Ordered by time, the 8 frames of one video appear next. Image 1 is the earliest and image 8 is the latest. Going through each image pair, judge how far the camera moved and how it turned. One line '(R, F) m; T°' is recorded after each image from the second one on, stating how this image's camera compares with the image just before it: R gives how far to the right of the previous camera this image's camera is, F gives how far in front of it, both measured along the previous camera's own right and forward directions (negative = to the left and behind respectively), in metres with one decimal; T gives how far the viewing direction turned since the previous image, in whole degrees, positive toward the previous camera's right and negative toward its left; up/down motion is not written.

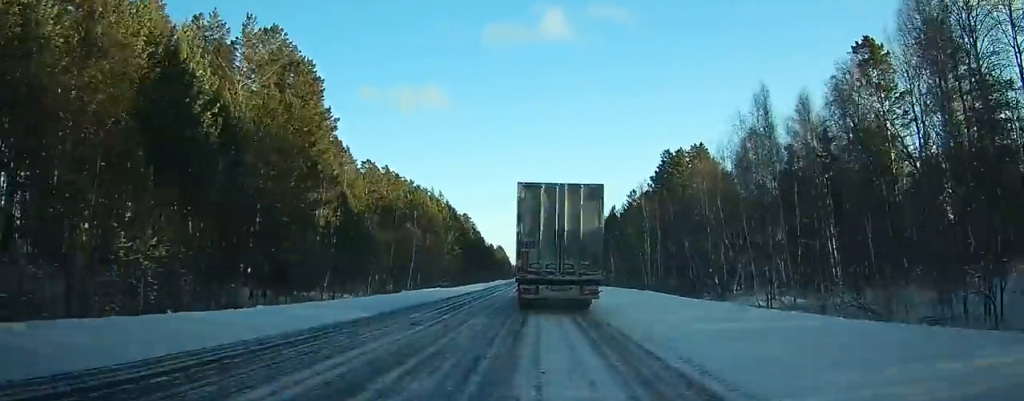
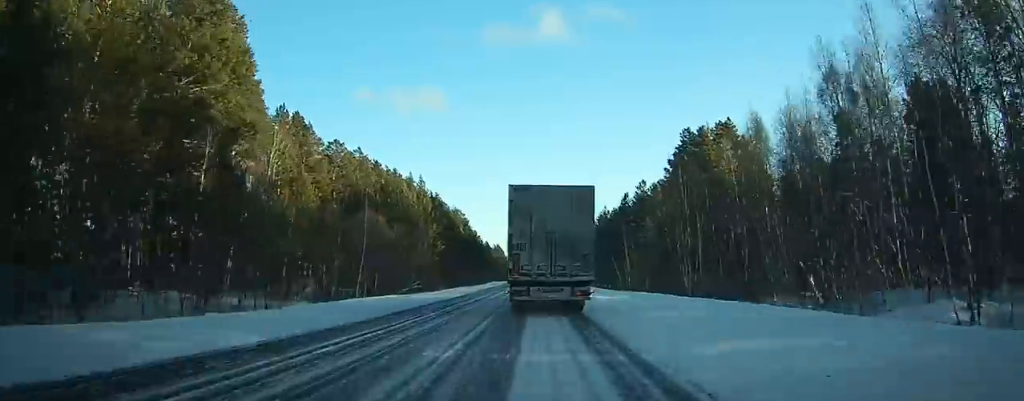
(0.0, +19.2) m; 0°
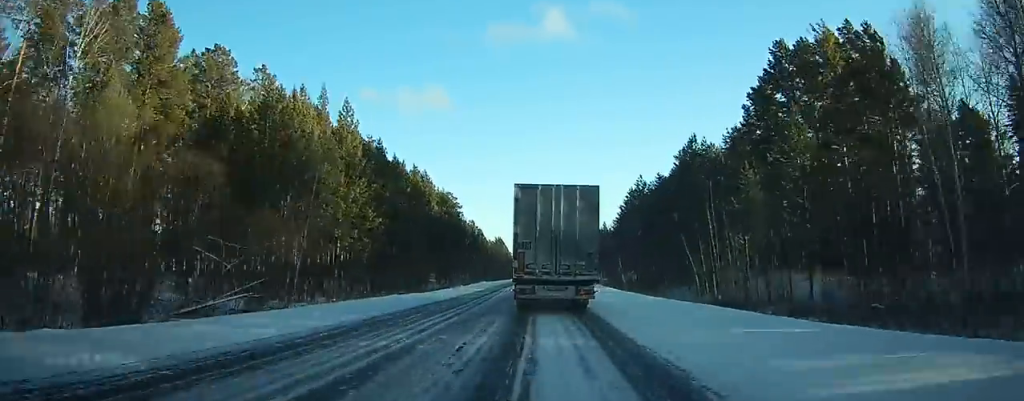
(0.0, +42.7) m; 0°
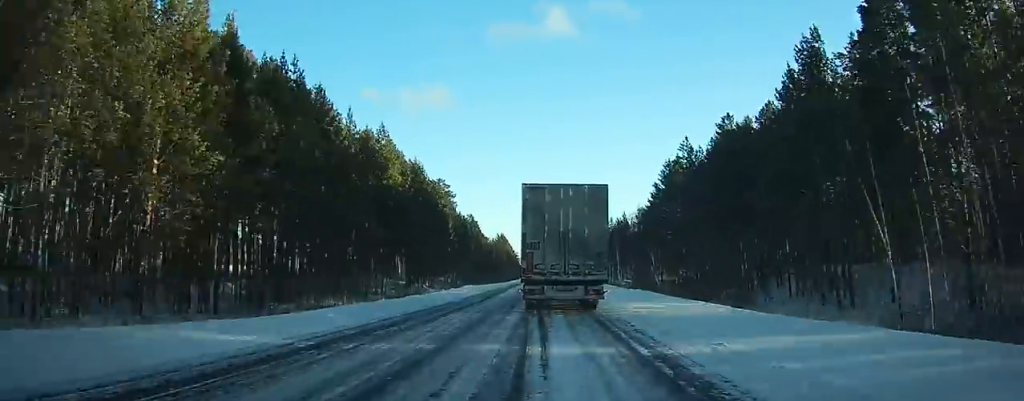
(0.0, +29.0) m; 0°
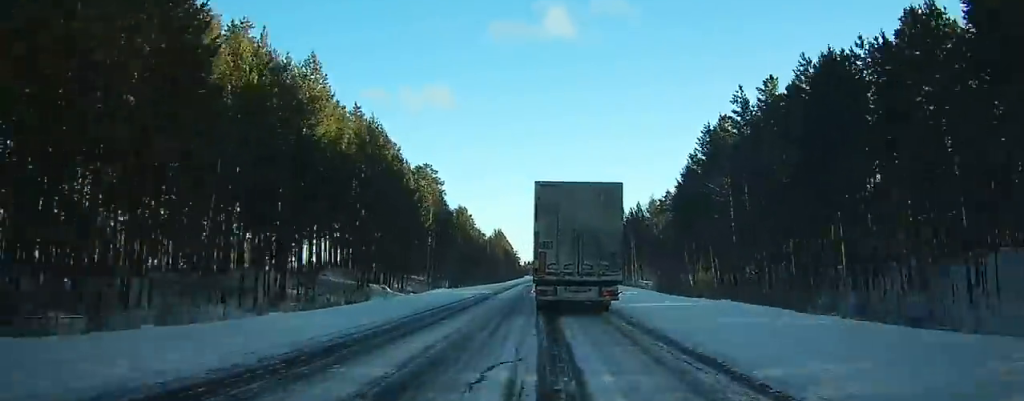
(-0.1, +20.8) m; 0°
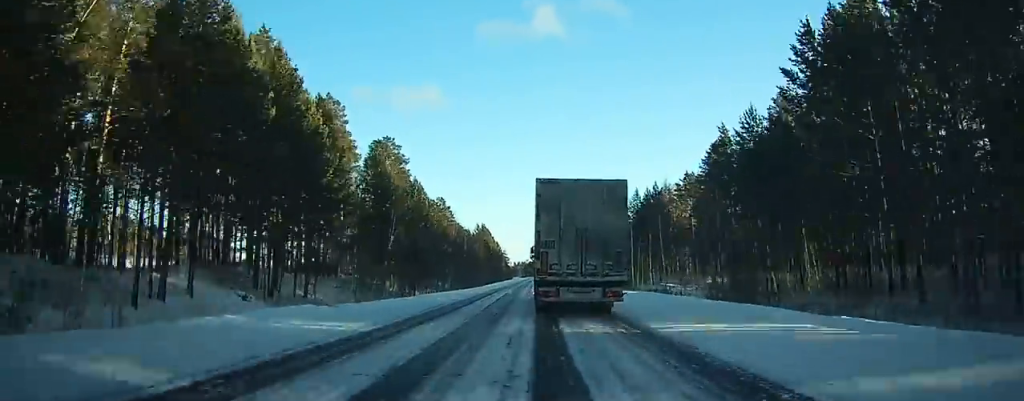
(+0.1, +29.1) m; 0°
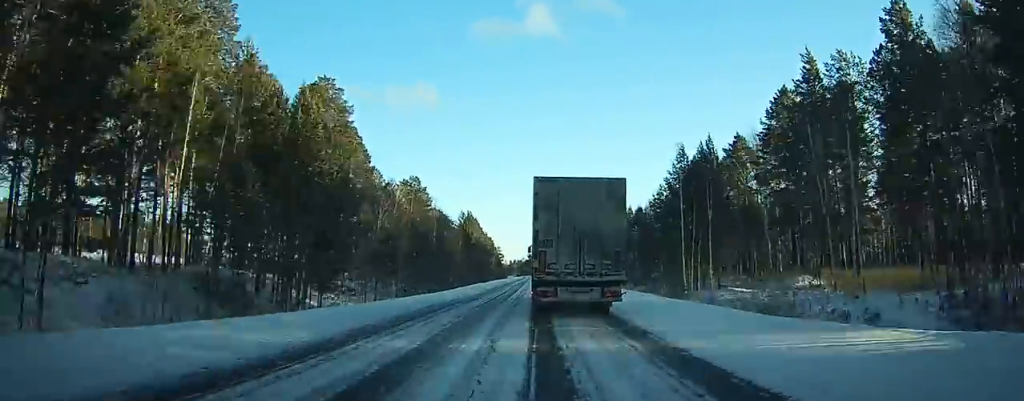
(+0.2, +34.6) m; 0°
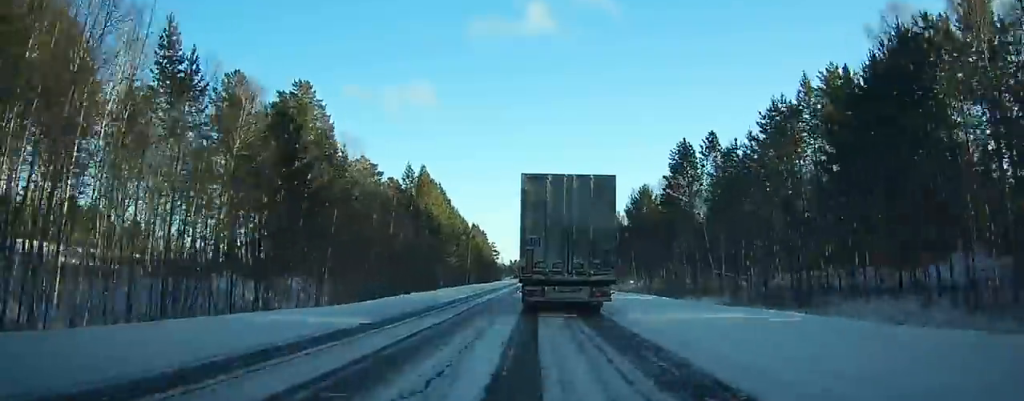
(-0.1, +73.0) m; 0°
